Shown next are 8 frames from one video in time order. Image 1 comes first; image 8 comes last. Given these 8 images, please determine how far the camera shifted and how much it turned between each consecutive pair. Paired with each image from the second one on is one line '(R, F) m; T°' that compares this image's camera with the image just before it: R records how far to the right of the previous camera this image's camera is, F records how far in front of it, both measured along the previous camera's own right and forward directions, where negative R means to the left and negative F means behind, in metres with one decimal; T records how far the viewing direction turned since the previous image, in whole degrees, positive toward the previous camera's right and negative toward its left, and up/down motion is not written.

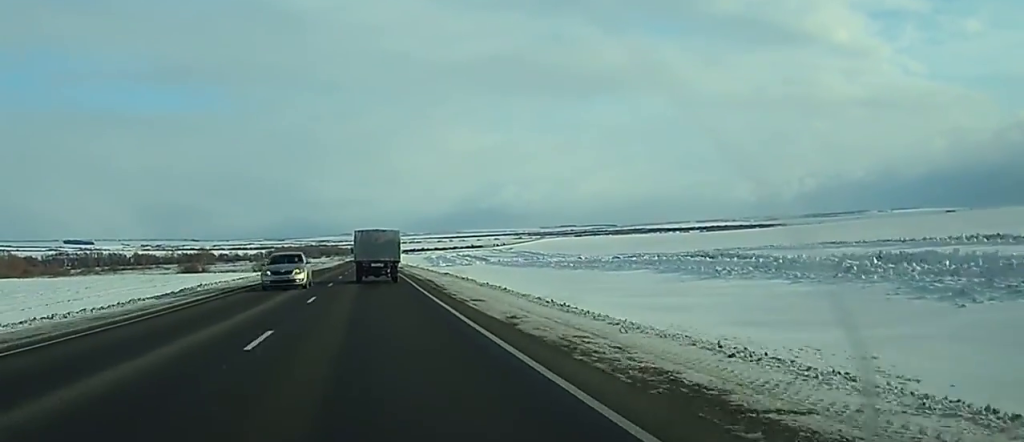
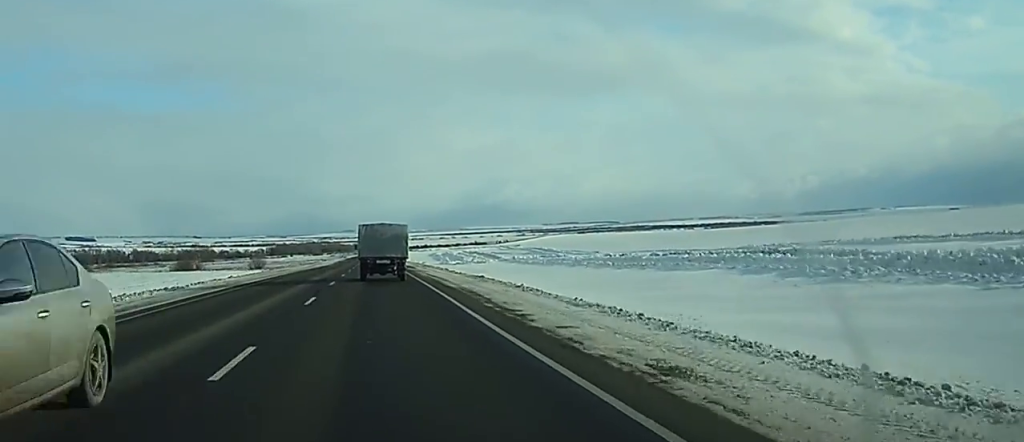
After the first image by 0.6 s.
(0.0, +14.7) m; 0°
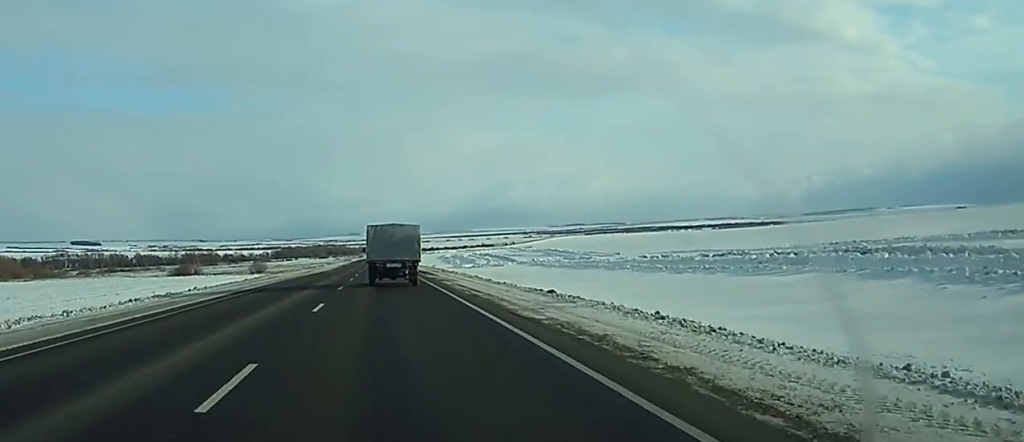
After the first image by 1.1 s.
(0.0, +13.1) m; 0°
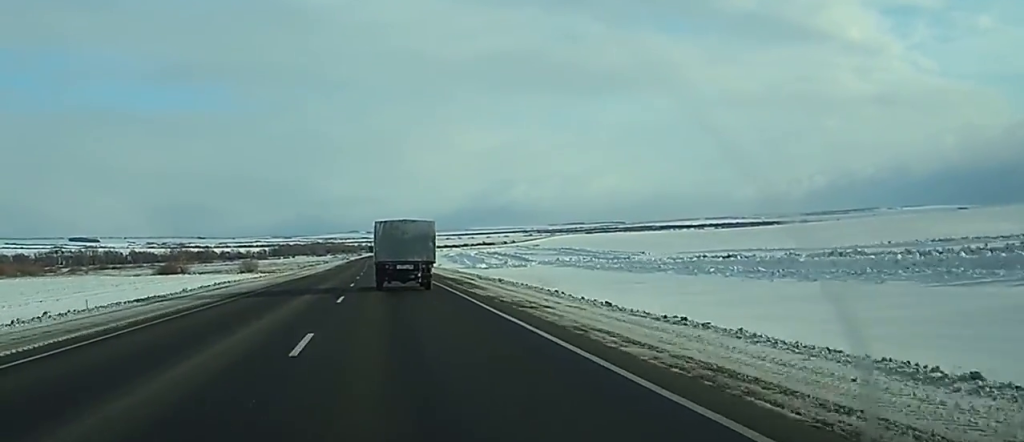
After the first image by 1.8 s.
(-0.1, +19.4) m; 0°
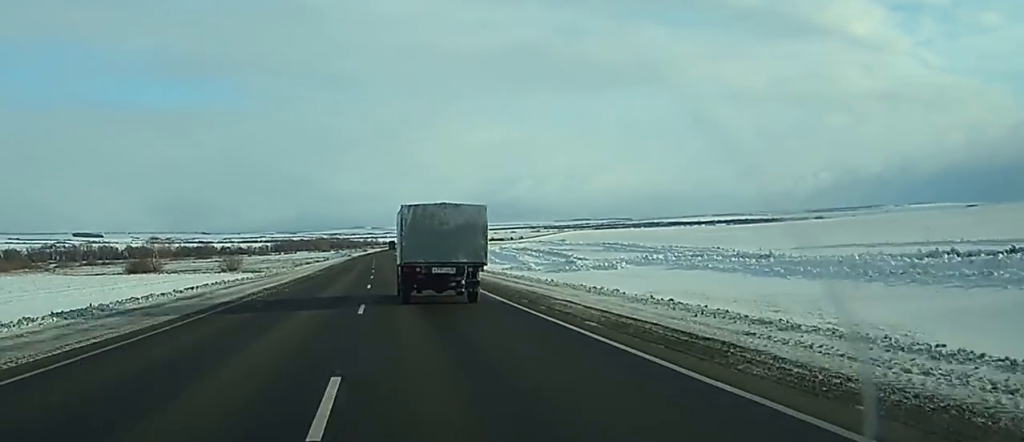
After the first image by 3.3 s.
(-0.1, +39.6) m; 0°
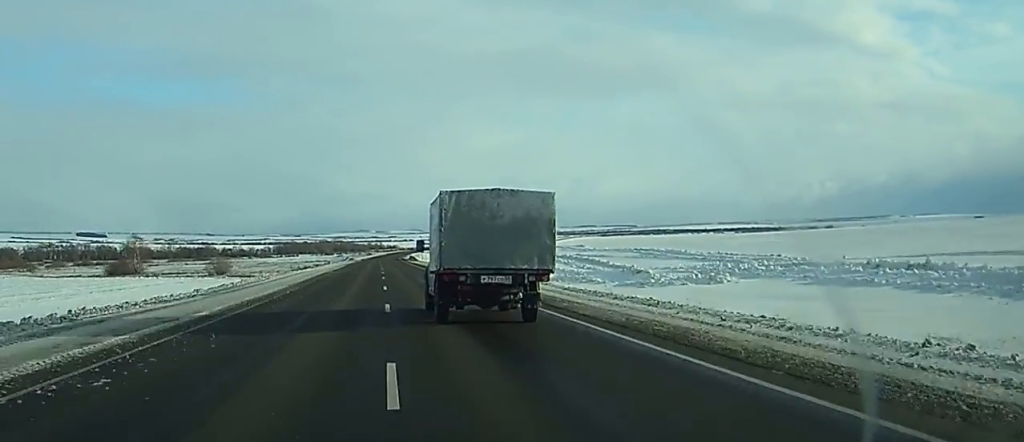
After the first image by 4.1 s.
(0.0, +22.2) m; 0°
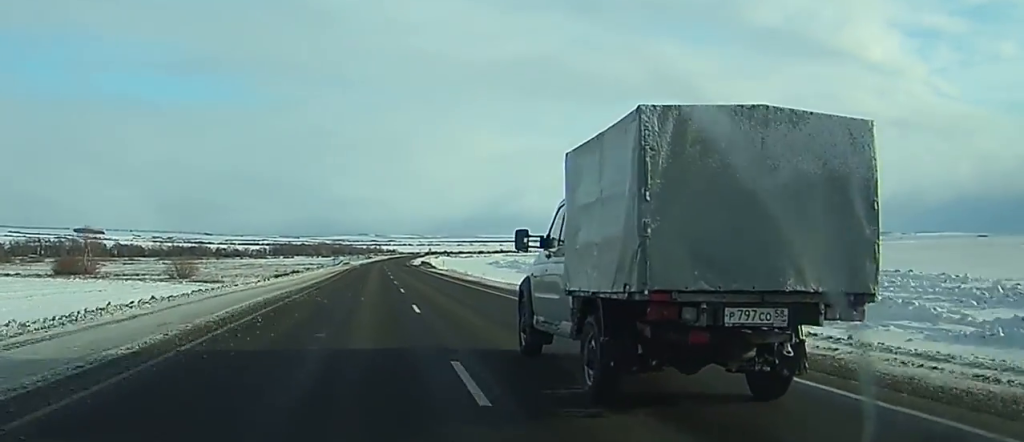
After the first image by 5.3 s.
(0.0, +34.8) m; 0°
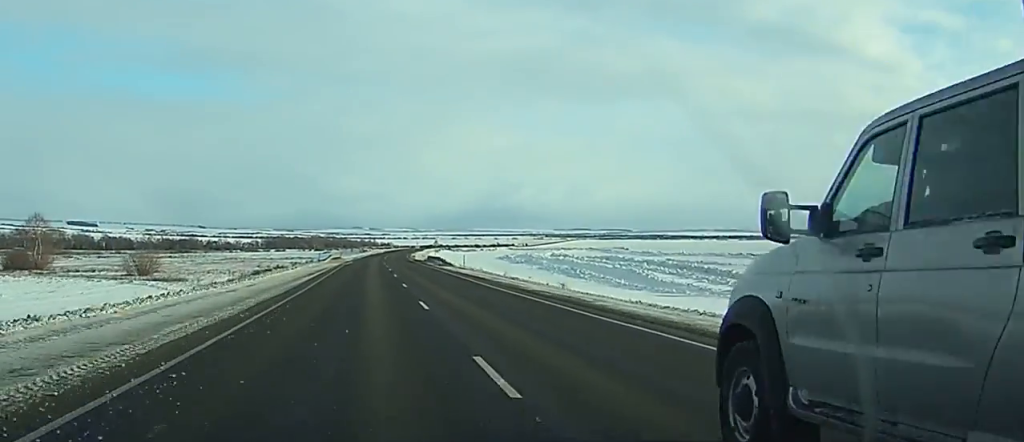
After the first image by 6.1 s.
(0.0, +23.0) m; 0°
